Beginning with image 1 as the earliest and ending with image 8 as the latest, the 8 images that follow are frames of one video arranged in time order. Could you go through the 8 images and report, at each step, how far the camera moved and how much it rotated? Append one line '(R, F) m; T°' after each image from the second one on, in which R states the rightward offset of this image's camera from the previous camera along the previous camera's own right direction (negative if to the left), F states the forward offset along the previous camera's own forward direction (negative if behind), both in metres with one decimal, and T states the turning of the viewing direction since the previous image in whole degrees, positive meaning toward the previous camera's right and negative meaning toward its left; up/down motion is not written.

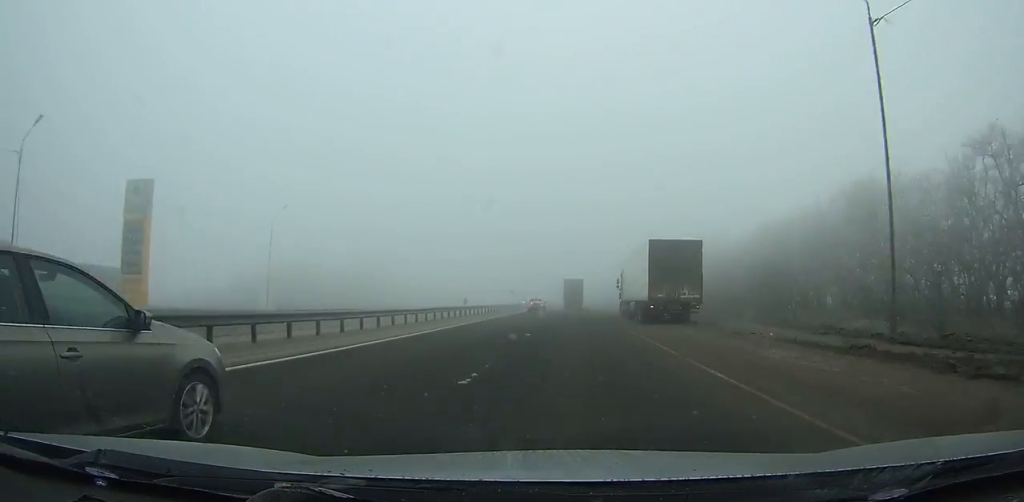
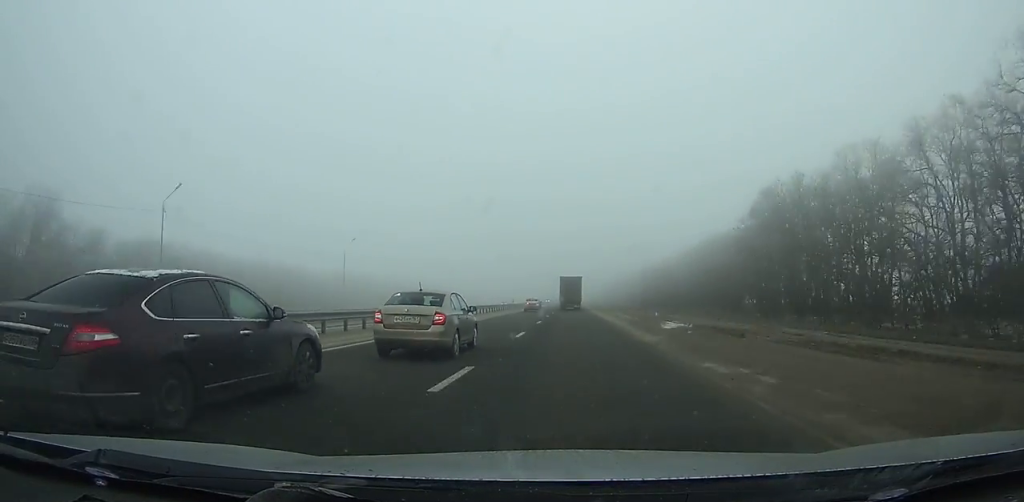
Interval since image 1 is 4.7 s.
(-0.1, +122.3) m; 0°
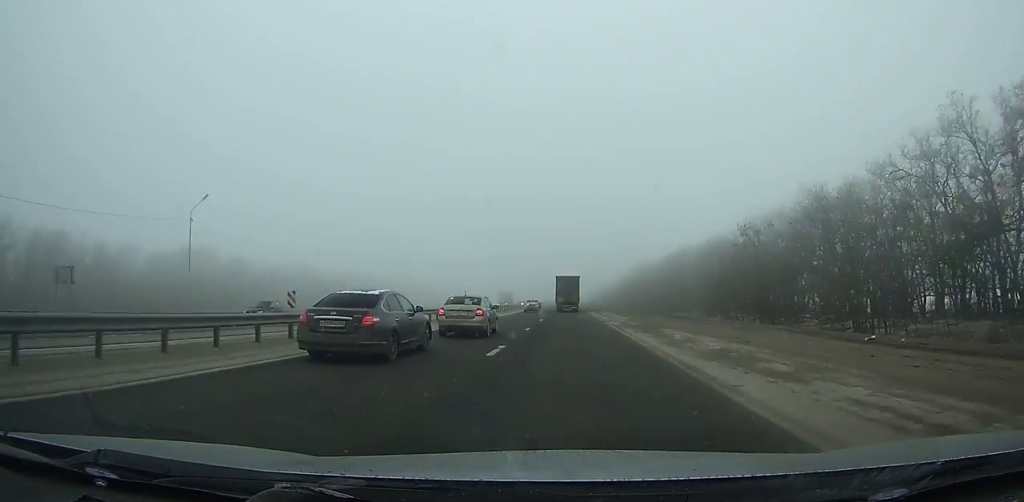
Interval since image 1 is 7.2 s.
(0.0, +65.3) m; 0°
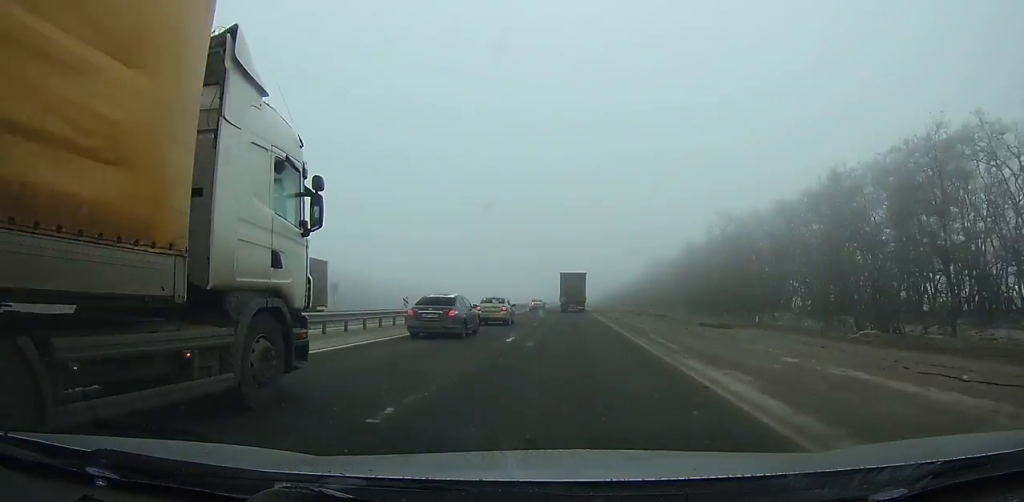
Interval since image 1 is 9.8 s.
(0.0, +67.9) m; 0°
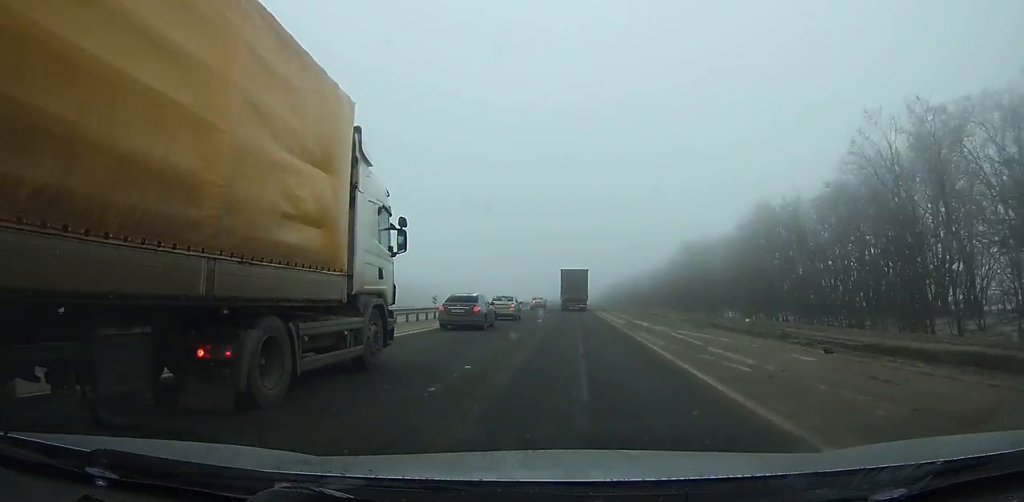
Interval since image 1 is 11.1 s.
(-0.1, +33.8) m; 0°
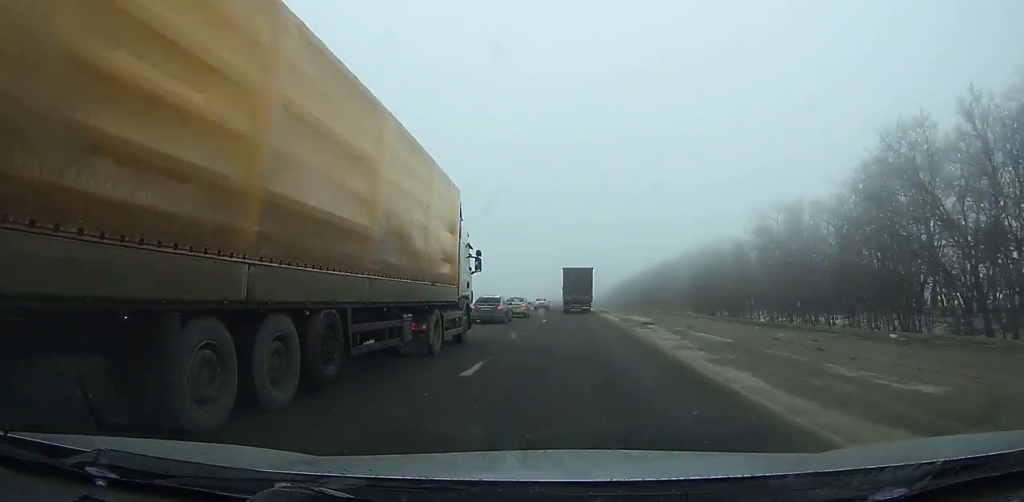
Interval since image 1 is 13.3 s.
(0.0, +57.2) m; 0°
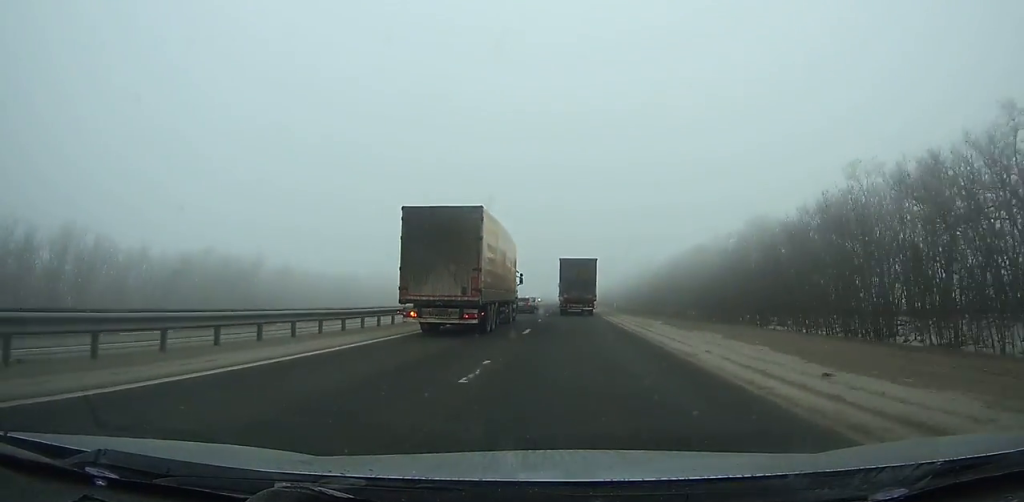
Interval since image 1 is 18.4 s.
(0.0, +131.9) m; 0°
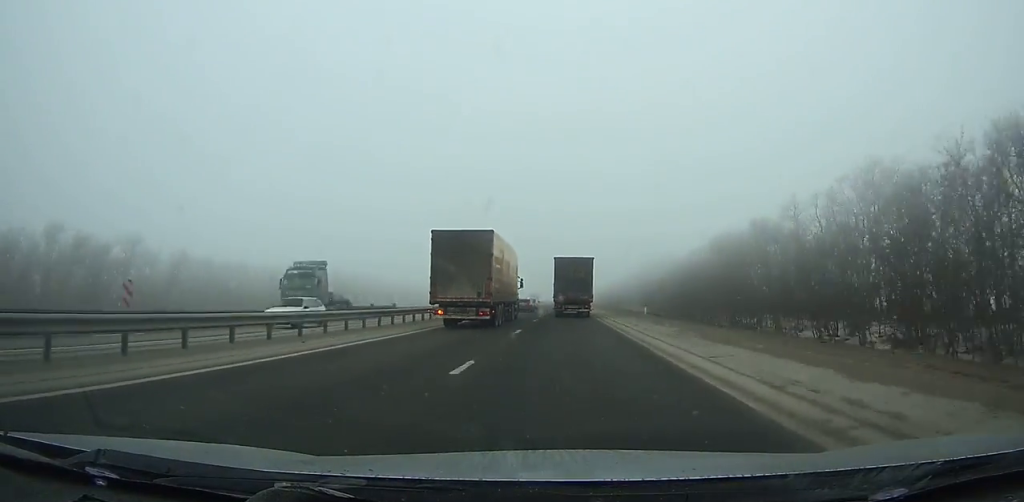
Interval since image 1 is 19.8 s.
(+0.2, +36.1) m; 0°
